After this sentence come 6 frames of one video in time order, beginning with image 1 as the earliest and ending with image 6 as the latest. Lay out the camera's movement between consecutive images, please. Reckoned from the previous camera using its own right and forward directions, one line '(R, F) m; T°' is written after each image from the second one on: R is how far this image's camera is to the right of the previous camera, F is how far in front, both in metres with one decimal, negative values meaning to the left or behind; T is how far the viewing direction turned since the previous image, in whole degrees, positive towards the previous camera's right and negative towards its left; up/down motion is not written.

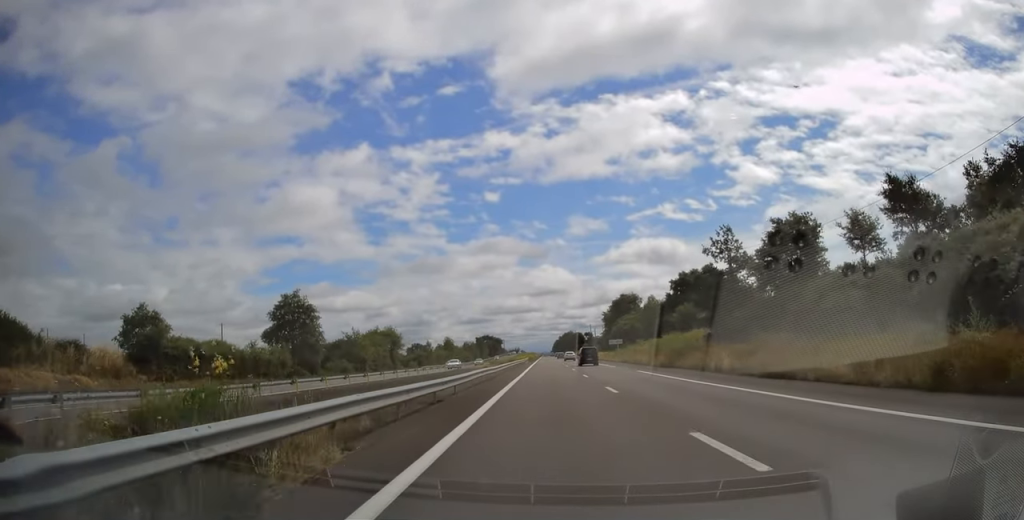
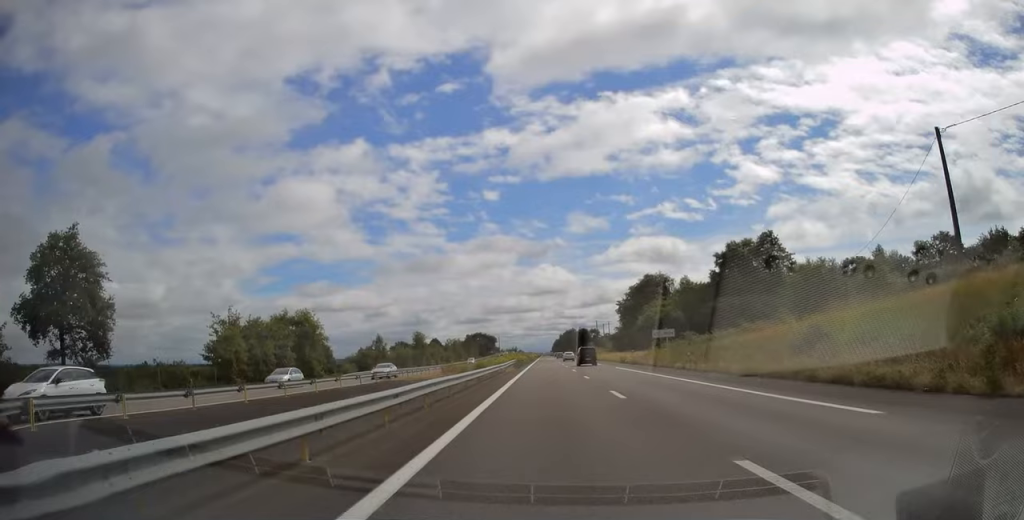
(0.0, +41.1) m; 0°
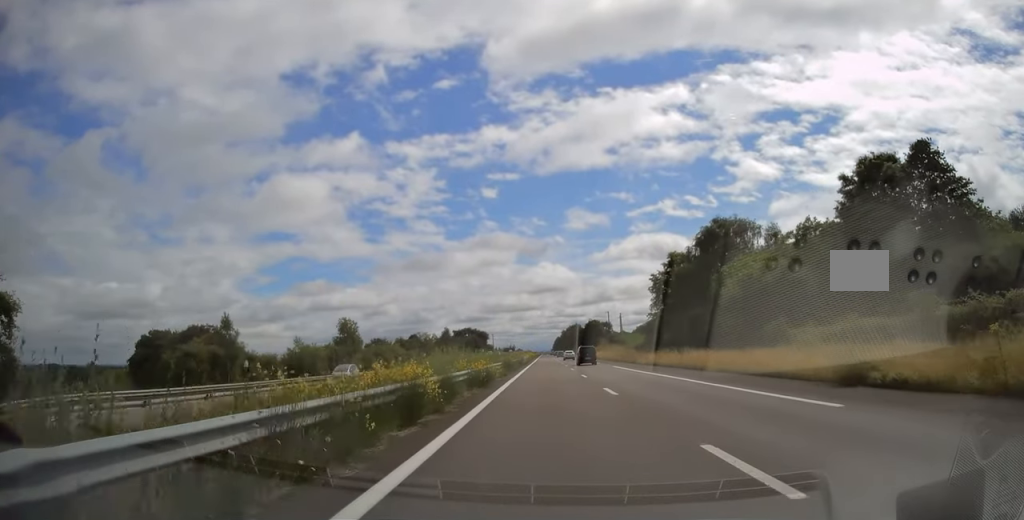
(0.0, +50.3) m; 0°
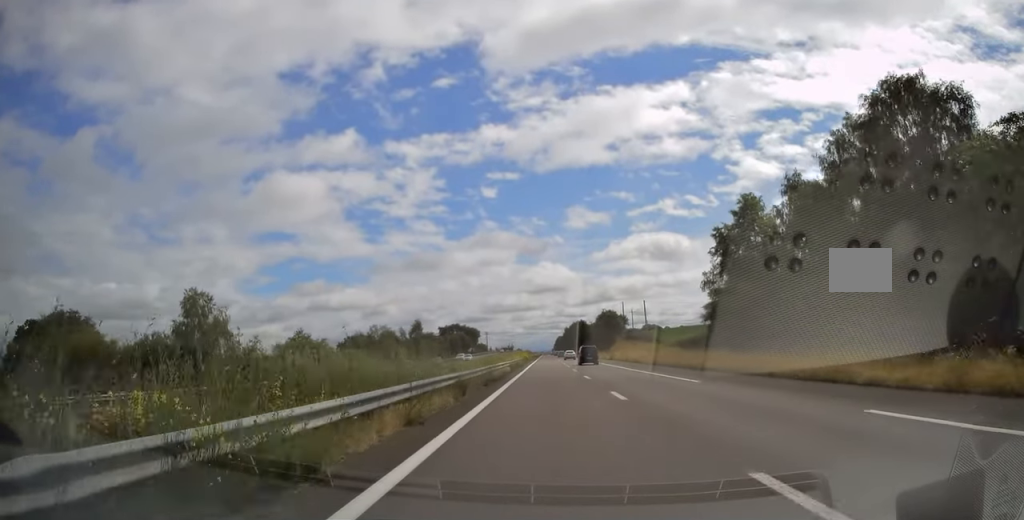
(0.0, +40.8) m; 0°
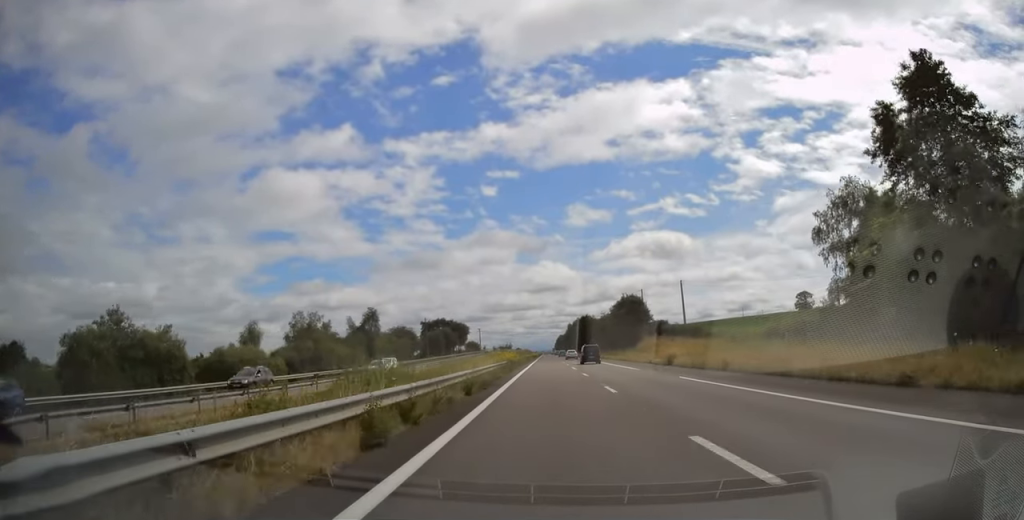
(+0.1, +36.1) m; 0°
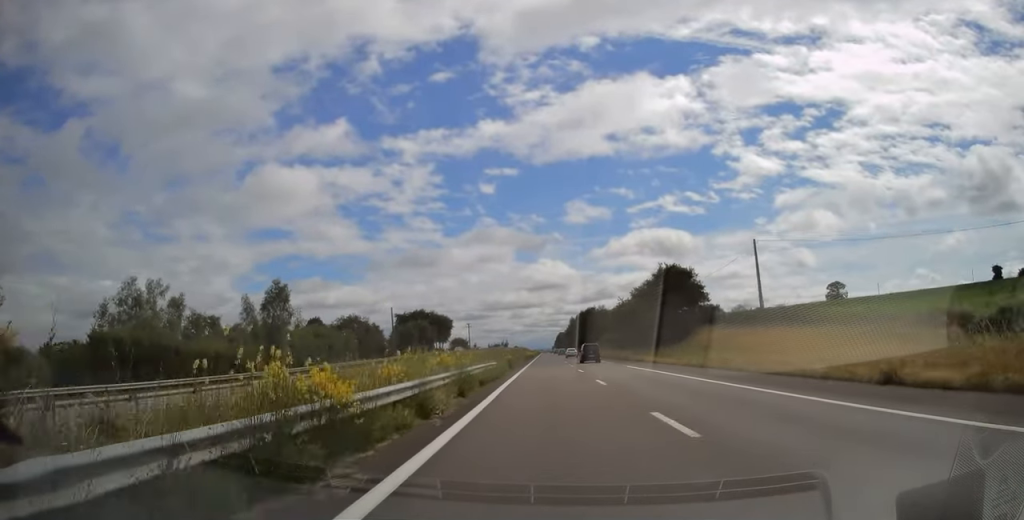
(0.0, +35.6) m; 0°
